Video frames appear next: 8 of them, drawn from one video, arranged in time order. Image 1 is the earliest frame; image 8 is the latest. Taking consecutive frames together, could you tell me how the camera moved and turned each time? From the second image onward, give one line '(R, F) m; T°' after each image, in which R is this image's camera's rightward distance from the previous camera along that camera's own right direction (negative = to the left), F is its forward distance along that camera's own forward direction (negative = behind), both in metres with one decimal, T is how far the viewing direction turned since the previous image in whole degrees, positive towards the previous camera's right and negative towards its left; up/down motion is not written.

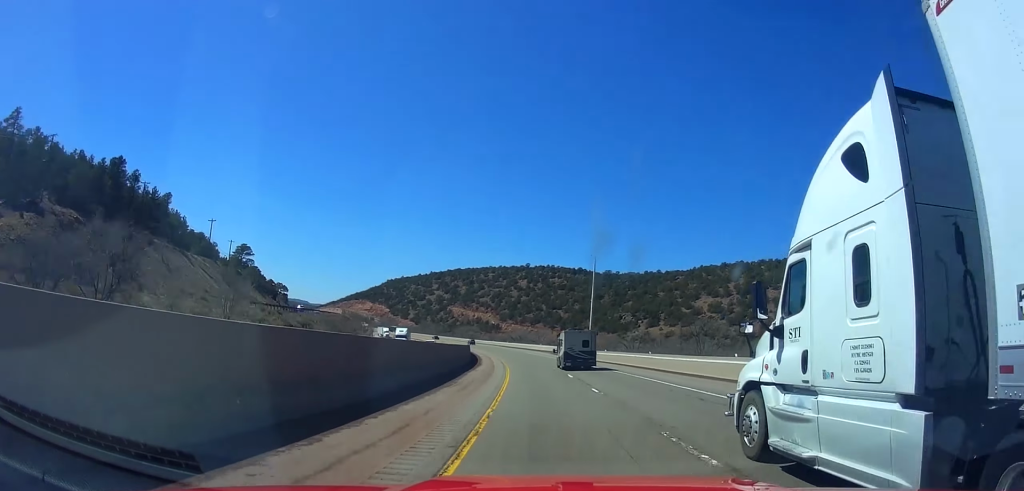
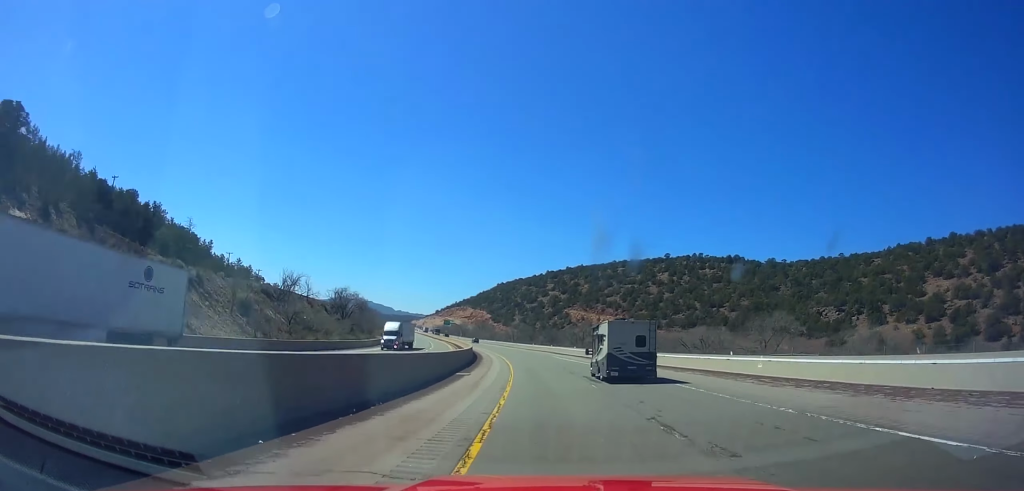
(-13.4, +129.3) m; -13°
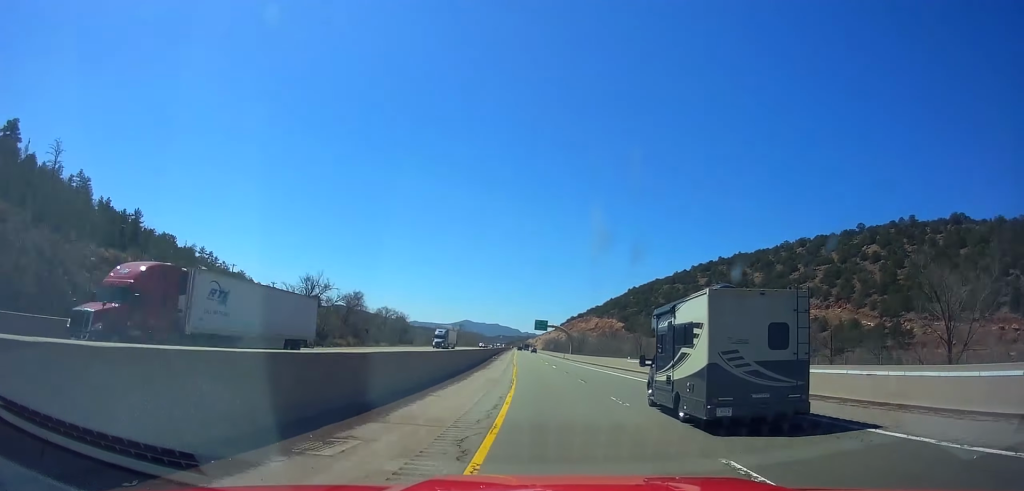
(-14.9, +136.2) m; -13°
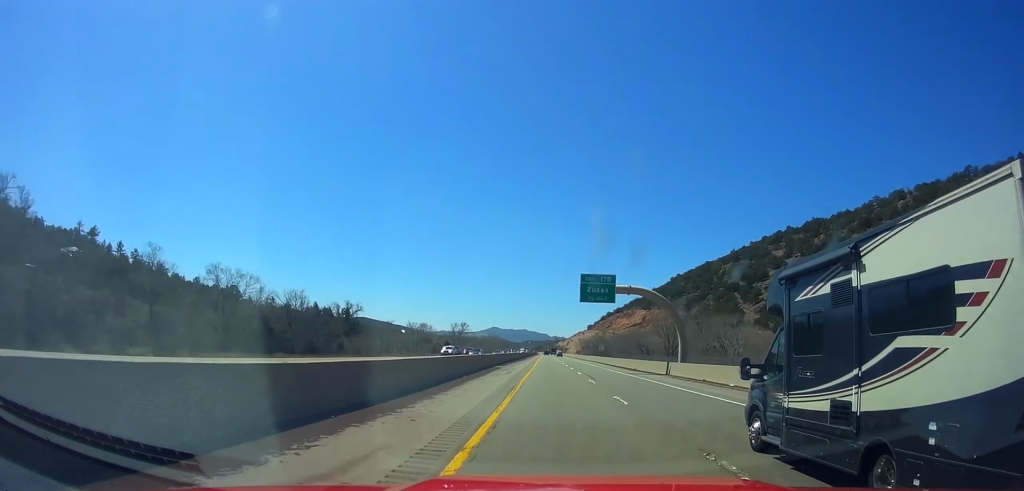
(-6.3, +83.9) m; -4°
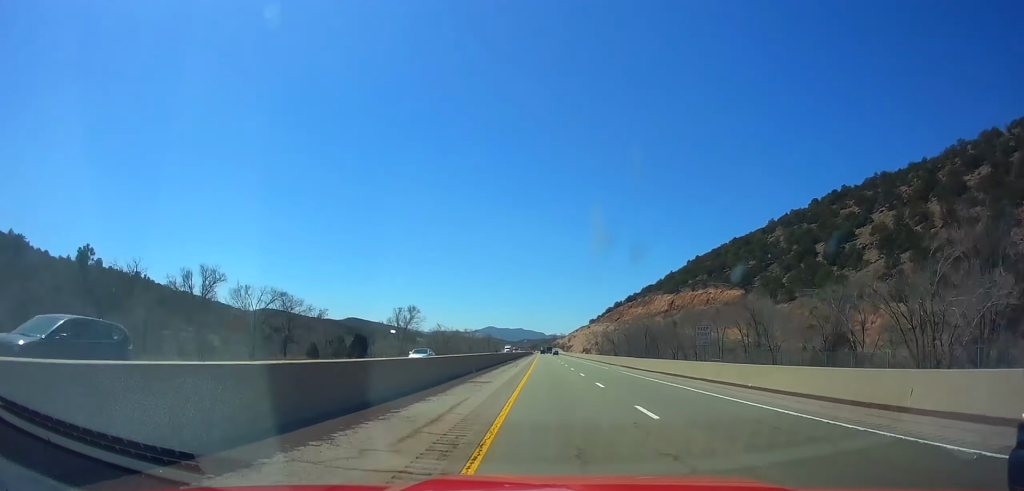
(-1.8, +76.9) m; -1°
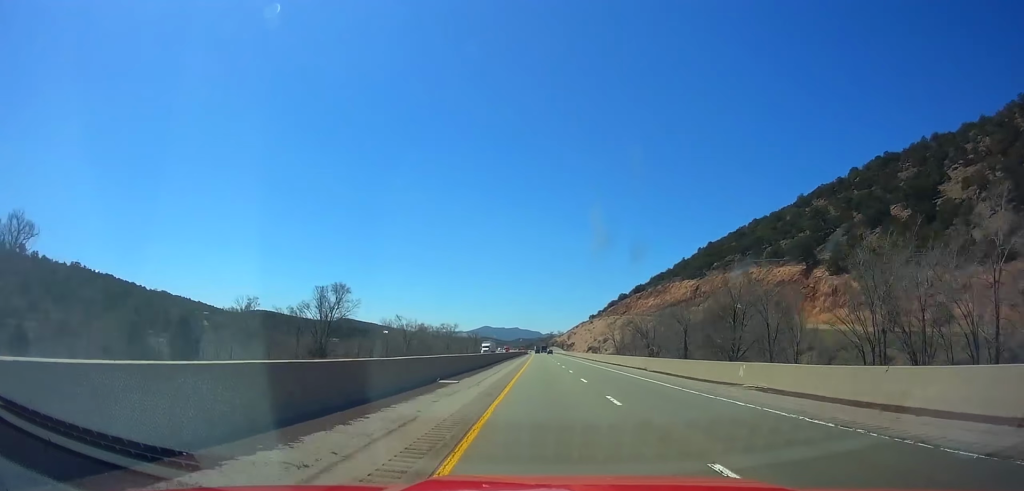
(-0.3, +45.4) m; 0°
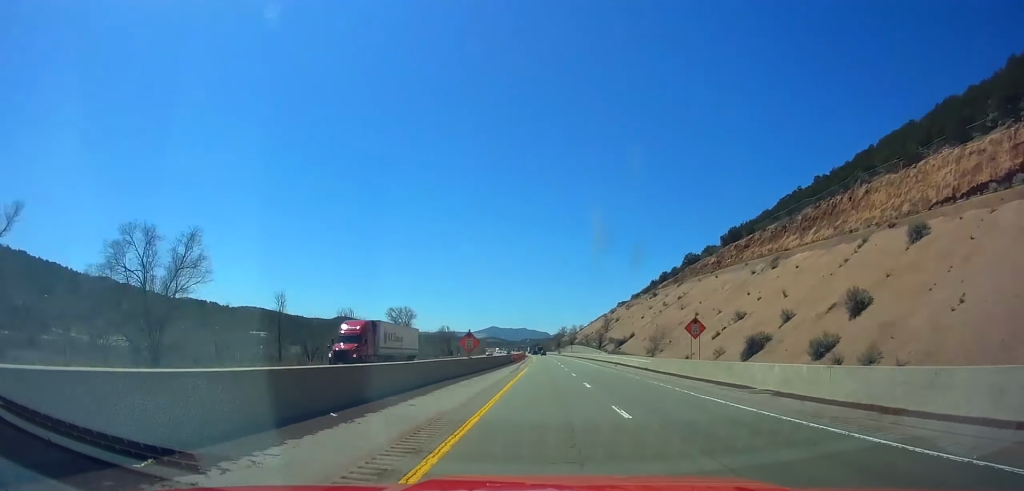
(-0.4, +149.8) m; -1°
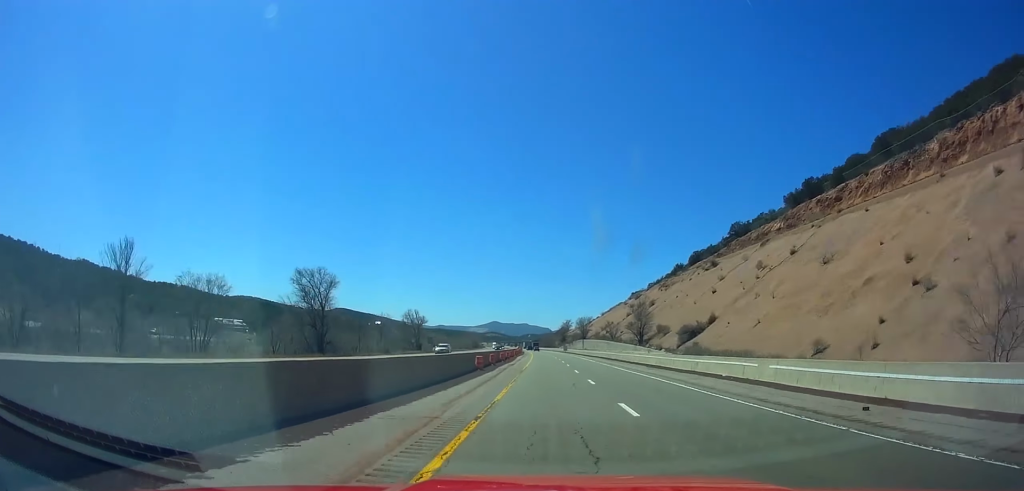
(-0.4, +48.9) m; 0°
